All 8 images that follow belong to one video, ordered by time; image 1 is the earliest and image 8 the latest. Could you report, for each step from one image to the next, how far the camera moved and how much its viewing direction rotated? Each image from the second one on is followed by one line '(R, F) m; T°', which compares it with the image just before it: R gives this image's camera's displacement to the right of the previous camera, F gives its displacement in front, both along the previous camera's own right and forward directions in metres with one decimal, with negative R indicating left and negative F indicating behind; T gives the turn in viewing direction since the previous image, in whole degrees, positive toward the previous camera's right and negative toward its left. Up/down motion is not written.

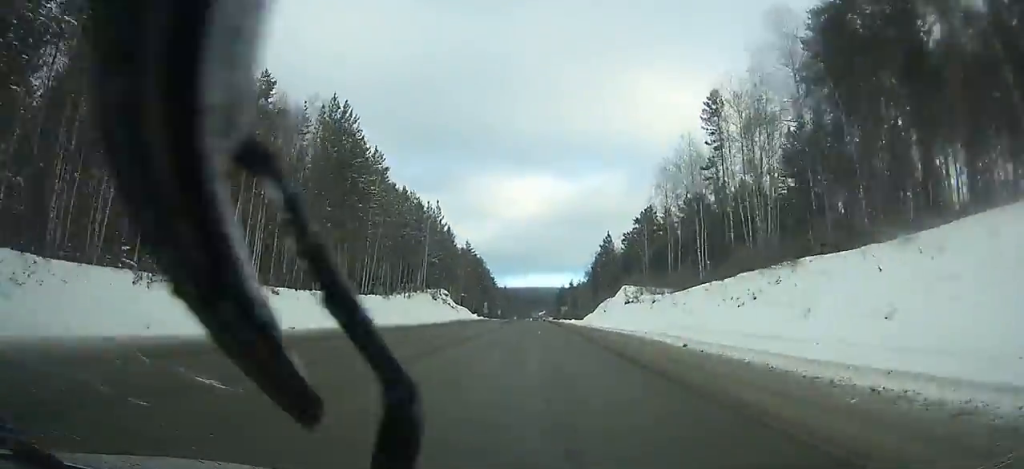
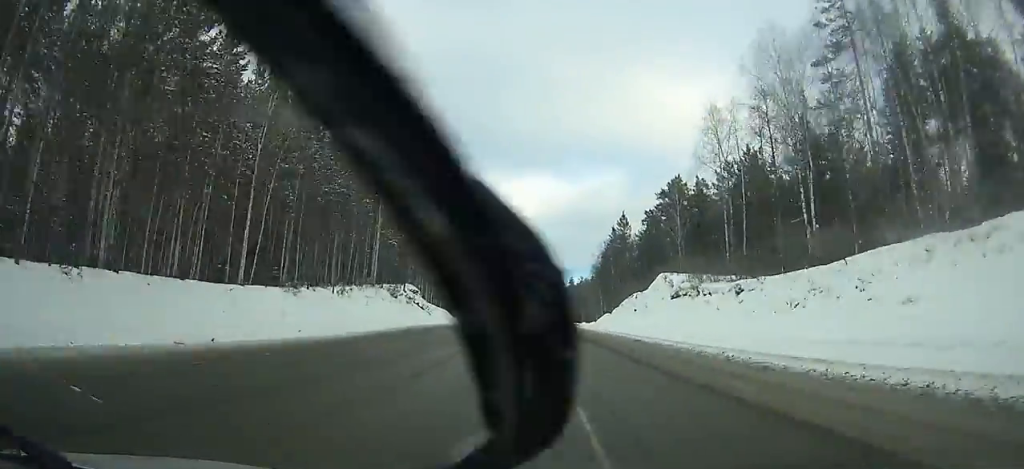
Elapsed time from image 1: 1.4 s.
(-0.1, +28.2) m; 0°
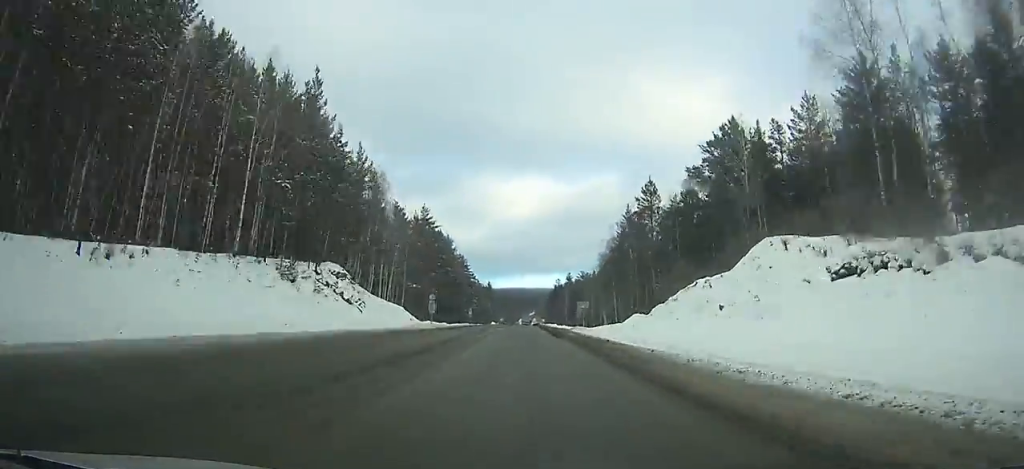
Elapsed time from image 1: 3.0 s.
(+0.1, +31.9) m; 0°
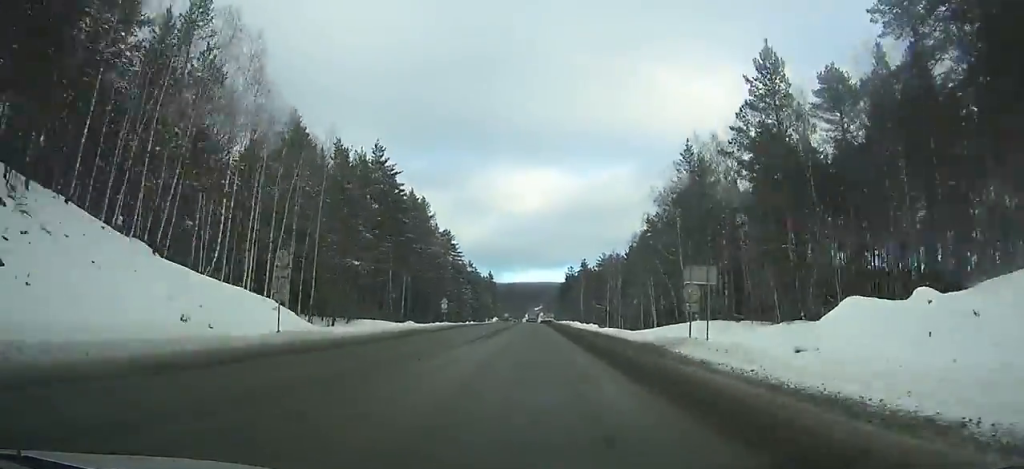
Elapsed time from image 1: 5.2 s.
(+0.1, +43.6) m; 0°
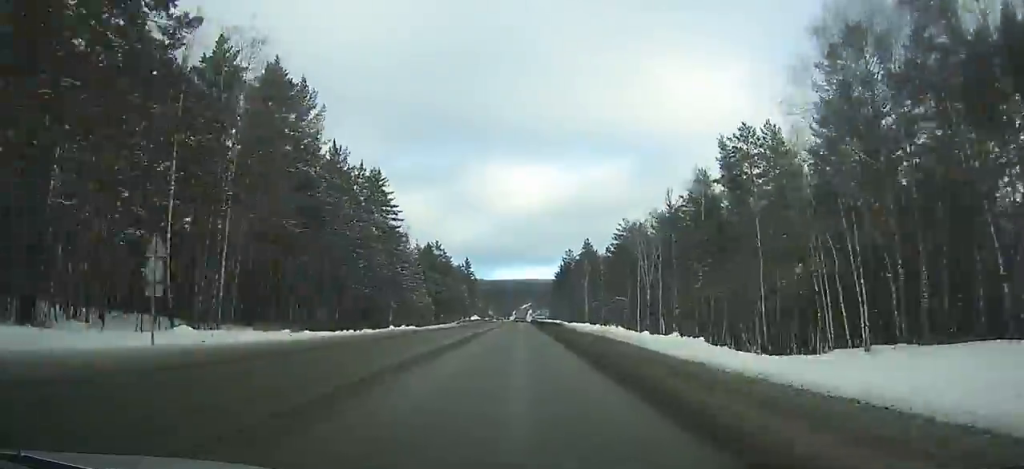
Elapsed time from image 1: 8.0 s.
(+0.1, +55.0) m; 0°
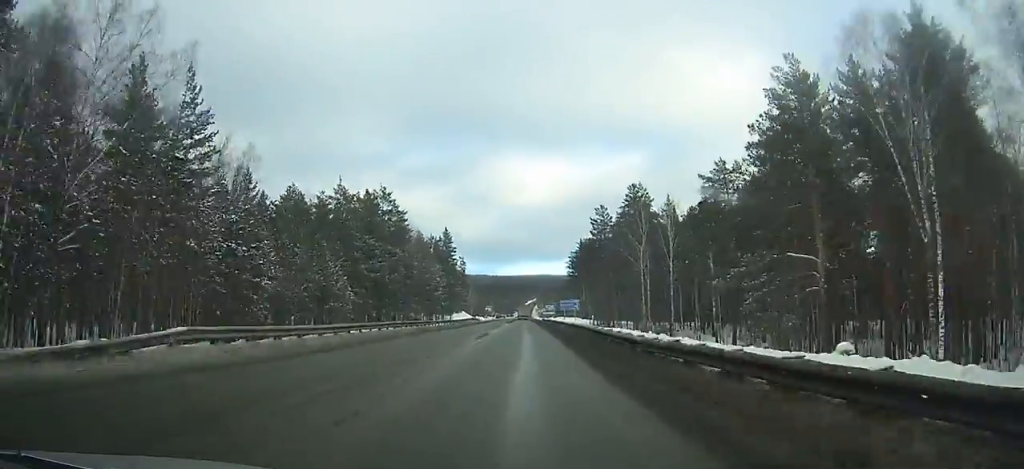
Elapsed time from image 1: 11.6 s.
(+0.1, +70.7) m; 0°
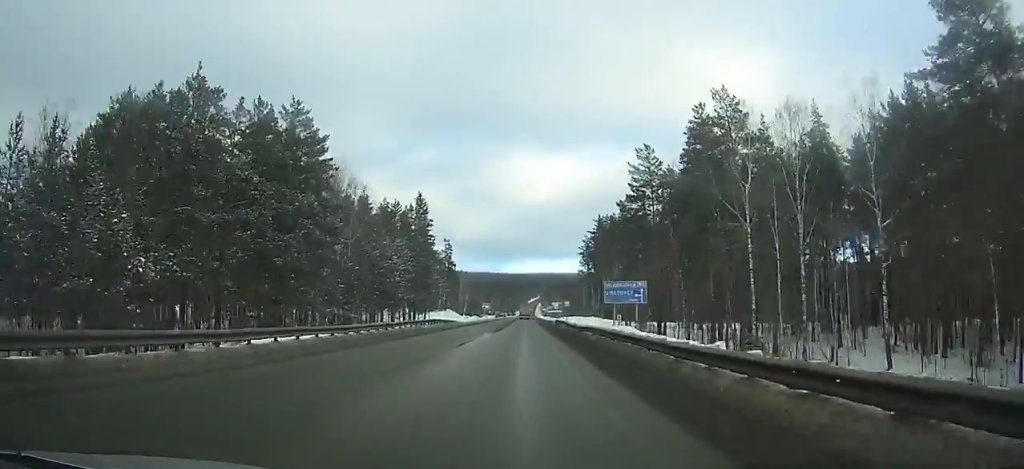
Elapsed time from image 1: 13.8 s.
(0.0, +43.5) m; 0°
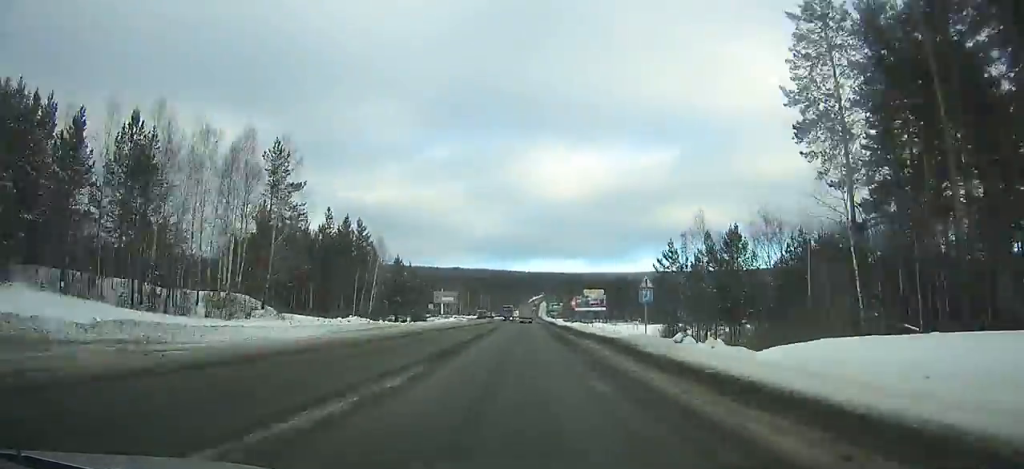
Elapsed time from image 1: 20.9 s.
(-0.1, +144.2) m; 0°
